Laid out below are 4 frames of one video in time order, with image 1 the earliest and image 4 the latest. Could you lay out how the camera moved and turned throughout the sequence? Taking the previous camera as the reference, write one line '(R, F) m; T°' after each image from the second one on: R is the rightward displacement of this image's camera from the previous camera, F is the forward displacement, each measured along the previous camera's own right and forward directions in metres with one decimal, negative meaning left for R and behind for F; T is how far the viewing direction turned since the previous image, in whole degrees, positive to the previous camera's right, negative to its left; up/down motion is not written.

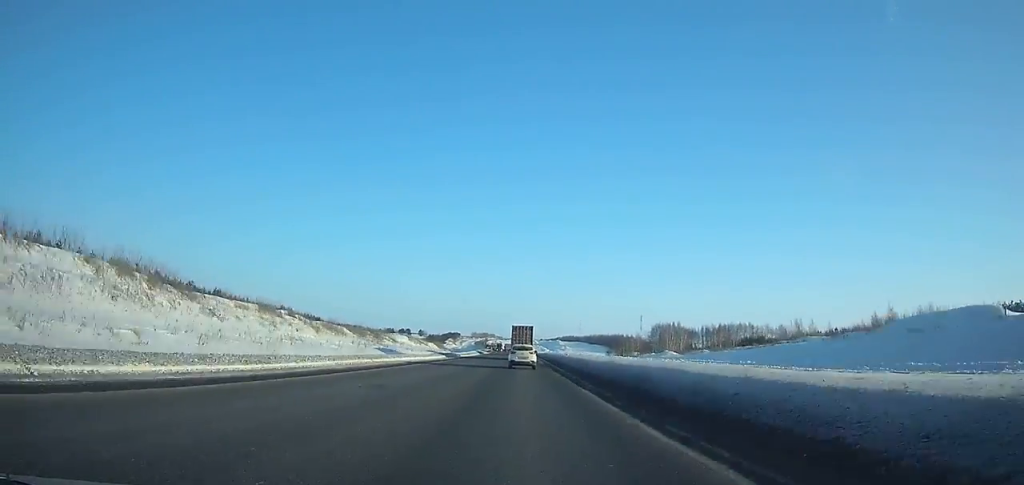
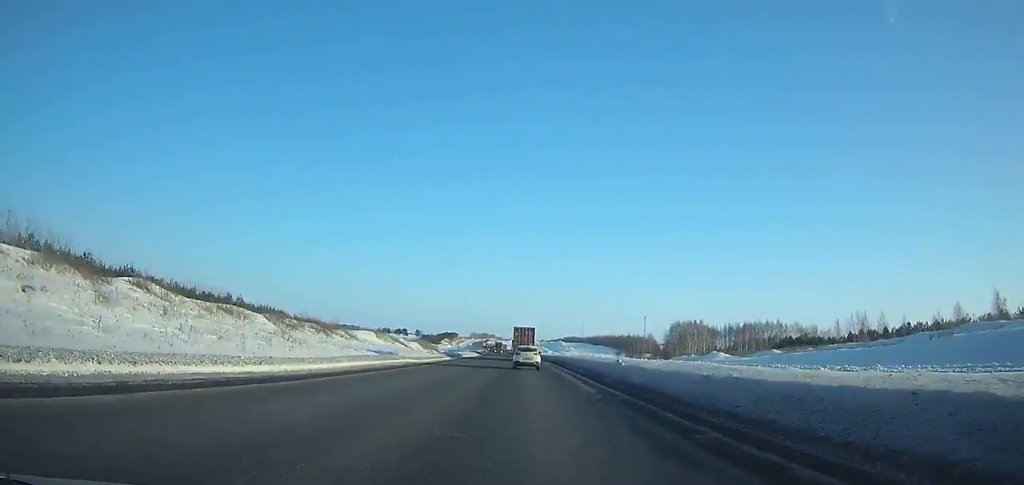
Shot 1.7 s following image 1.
(-0.1, +36.6) m; 0°
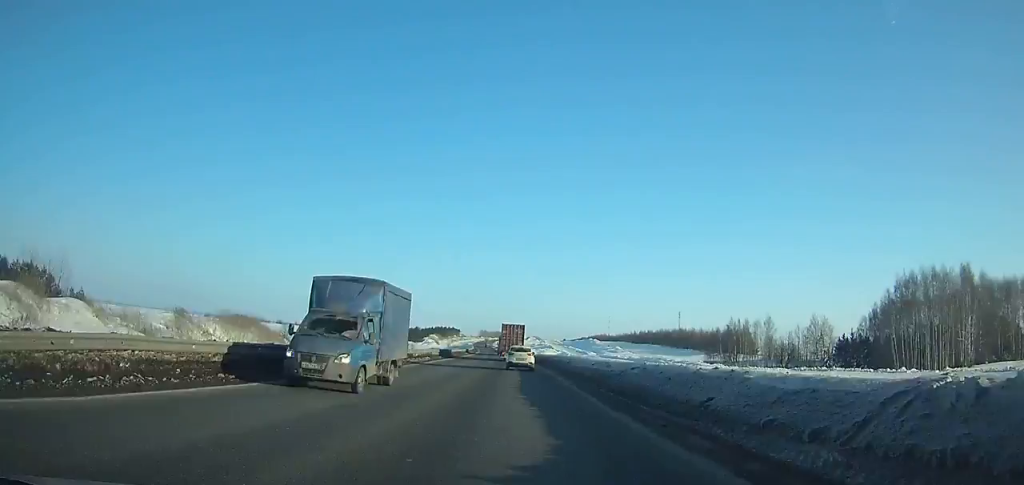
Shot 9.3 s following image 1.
(-2.8, +161.7) m; -3°
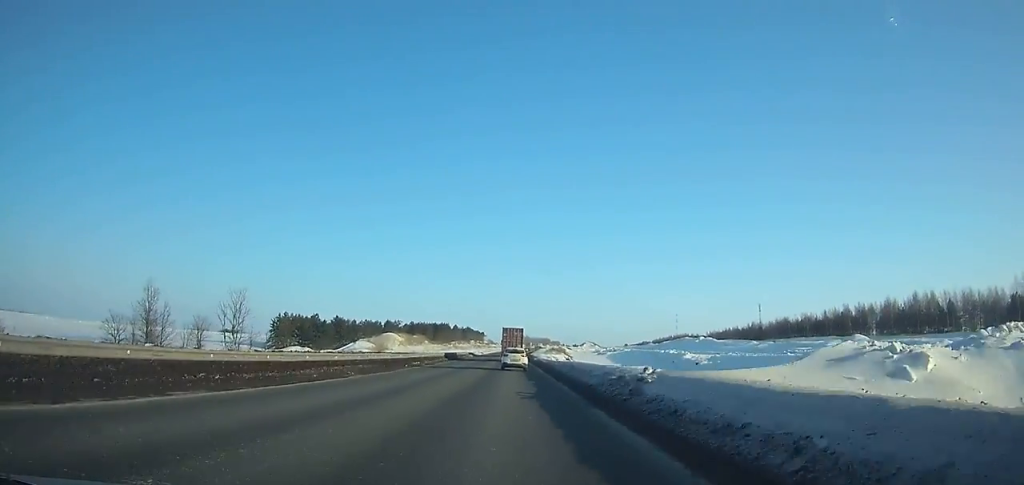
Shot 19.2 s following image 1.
(-7.7, +209.9) m; -4°
